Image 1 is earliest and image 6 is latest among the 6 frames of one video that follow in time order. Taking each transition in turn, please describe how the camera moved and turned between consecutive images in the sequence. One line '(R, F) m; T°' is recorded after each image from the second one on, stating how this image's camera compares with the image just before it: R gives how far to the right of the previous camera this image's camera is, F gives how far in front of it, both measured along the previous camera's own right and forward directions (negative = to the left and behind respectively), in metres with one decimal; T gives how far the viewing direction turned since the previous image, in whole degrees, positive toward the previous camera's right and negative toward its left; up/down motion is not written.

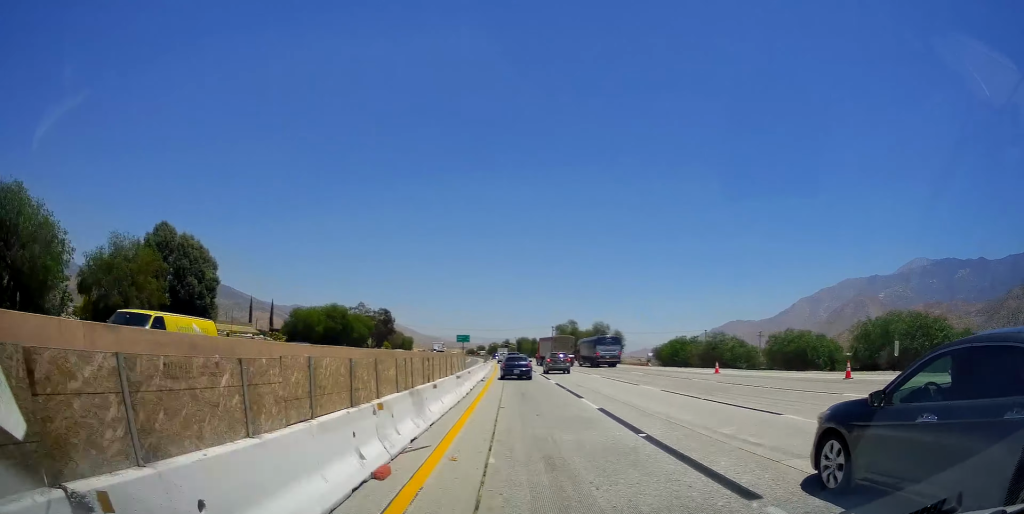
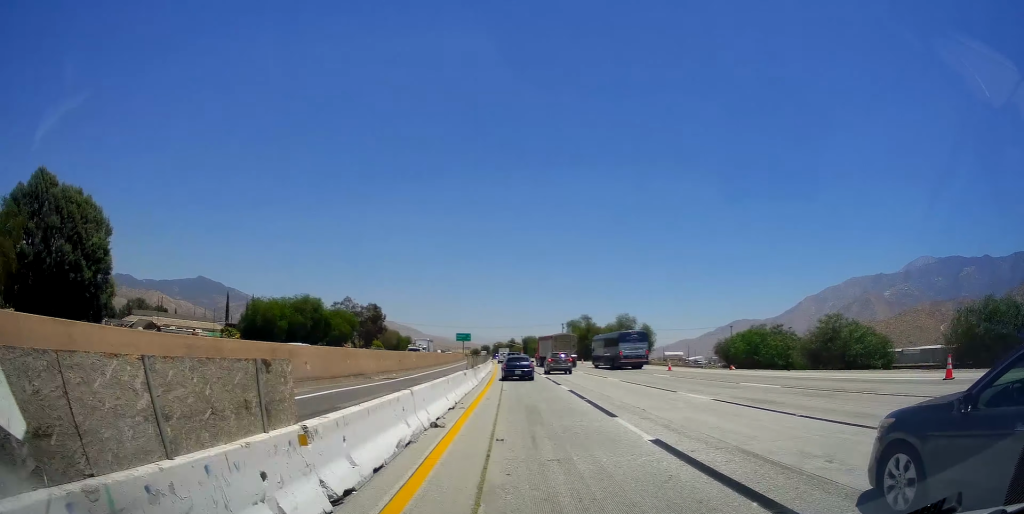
(-0.1, +20.0) m; 0°
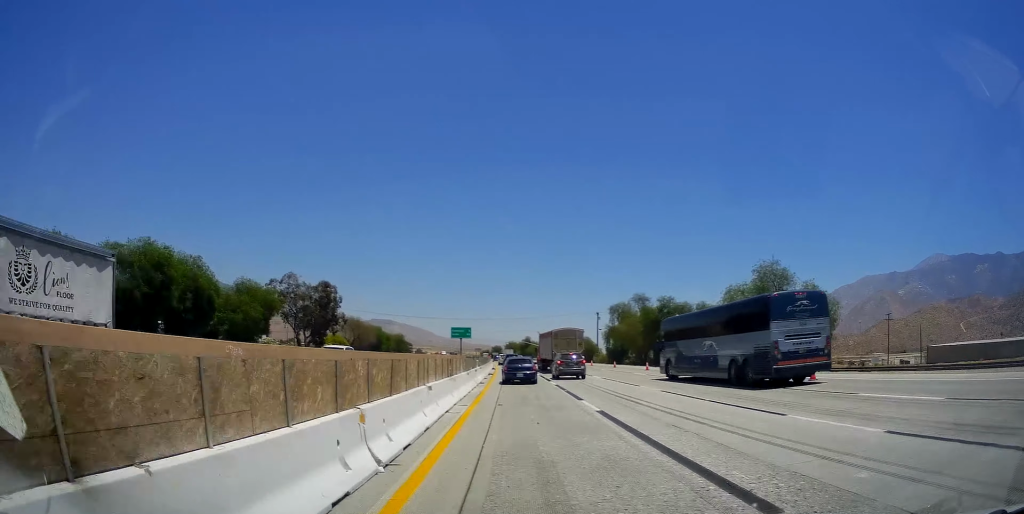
(+0.2, +52.3) m; 0°
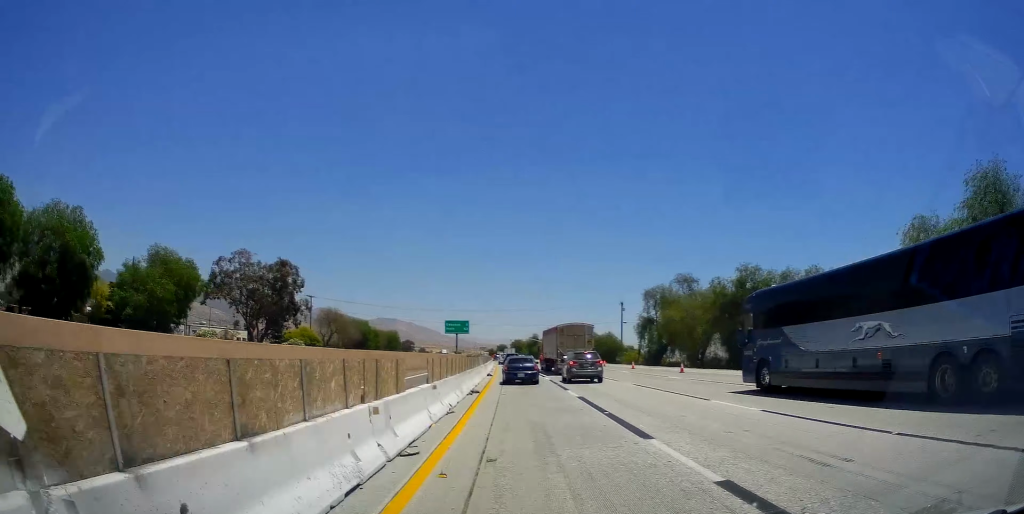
(-0.3, +23.8) m; -1°
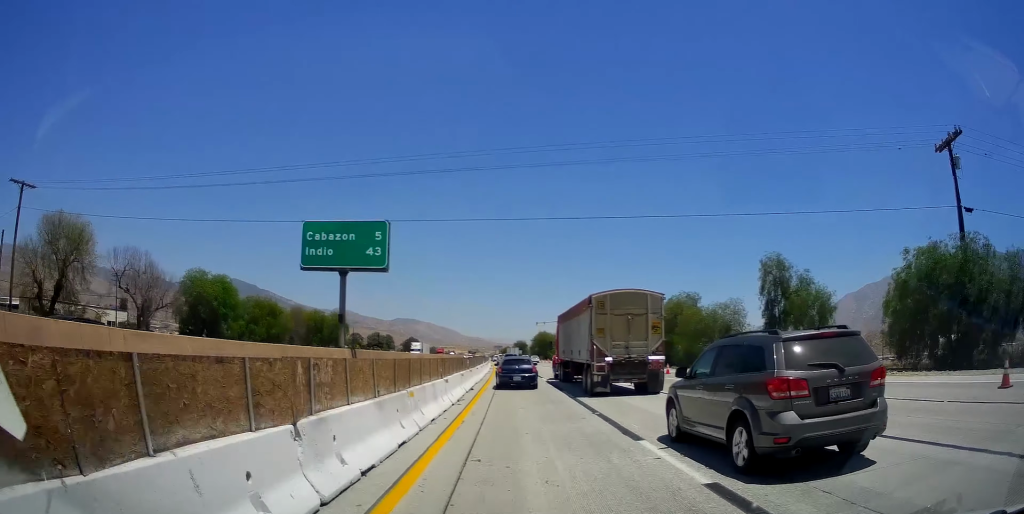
(-2.4, +87.5) m; -3°
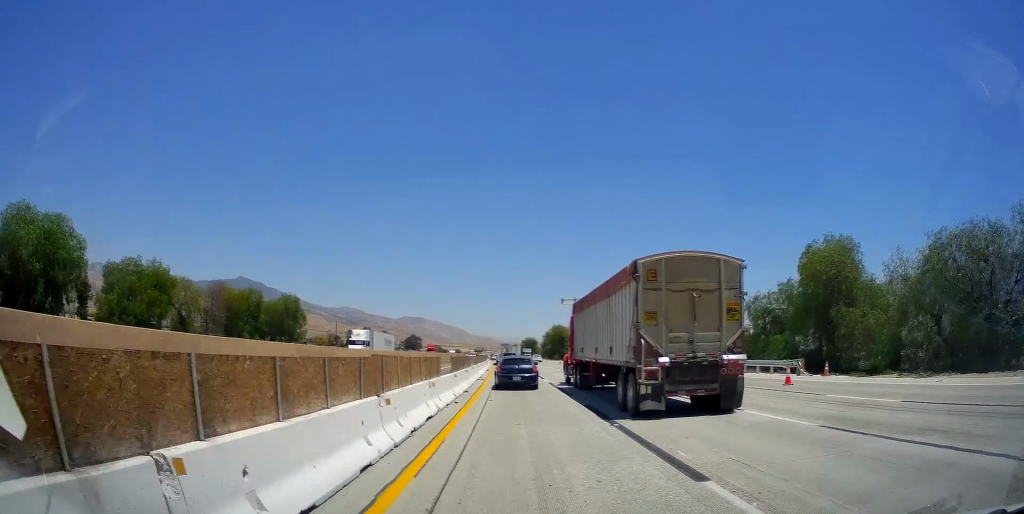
(-0.3, +31.7) m; -1°
